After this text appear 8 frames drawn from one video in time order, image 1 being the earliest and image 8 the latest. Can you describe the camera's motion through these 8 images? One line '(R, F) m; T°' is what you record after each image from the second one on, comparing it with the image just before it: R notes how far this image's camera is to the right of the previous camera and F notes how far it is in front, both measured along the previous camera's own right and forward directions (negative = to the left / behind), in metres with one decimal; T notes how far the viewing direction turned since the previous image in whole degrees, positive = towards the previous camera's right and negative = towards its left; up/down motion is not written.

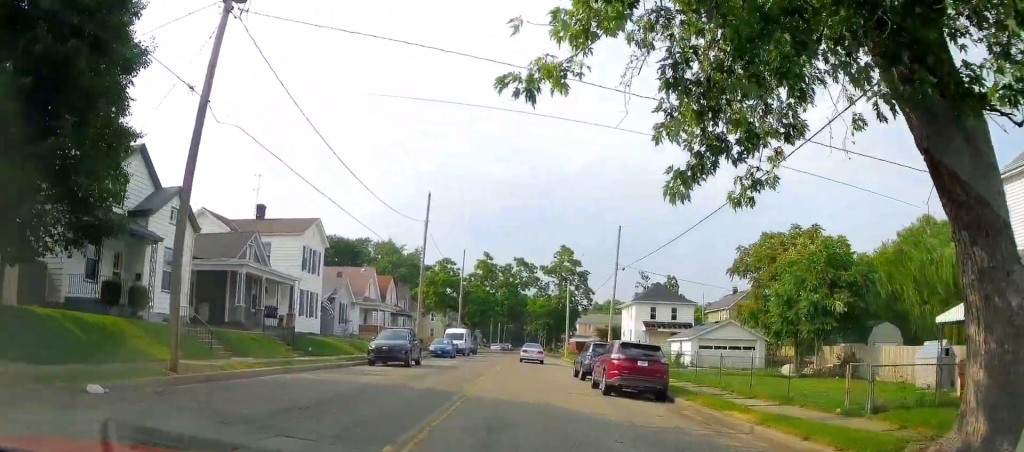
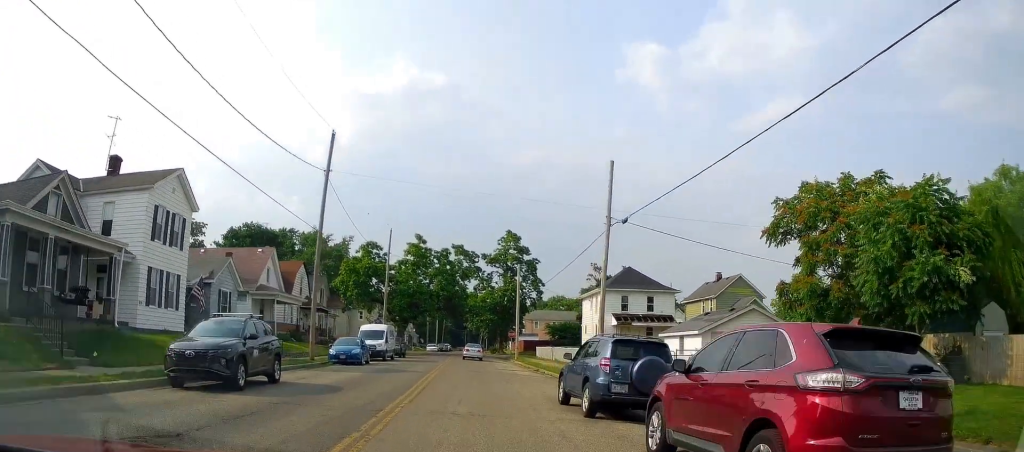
(0.0, +11.3) m; +4°
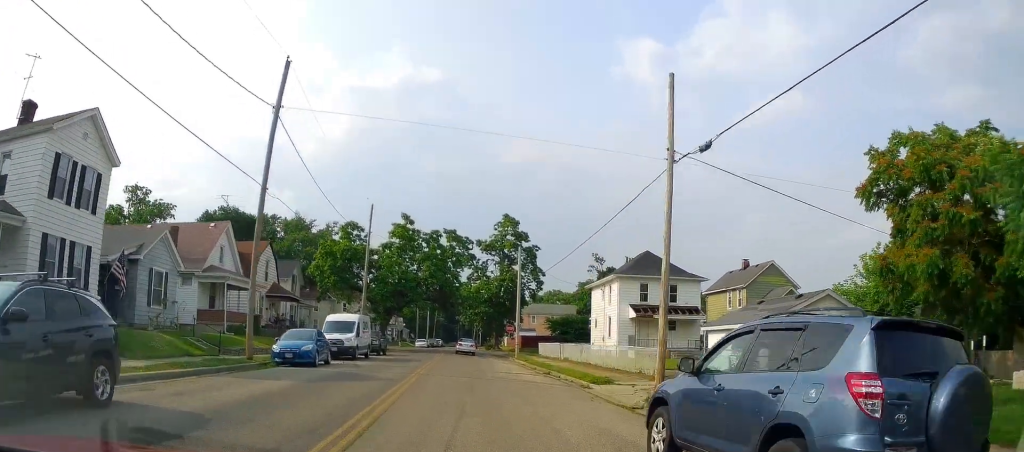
(+0.5, +7.0) m; +4°
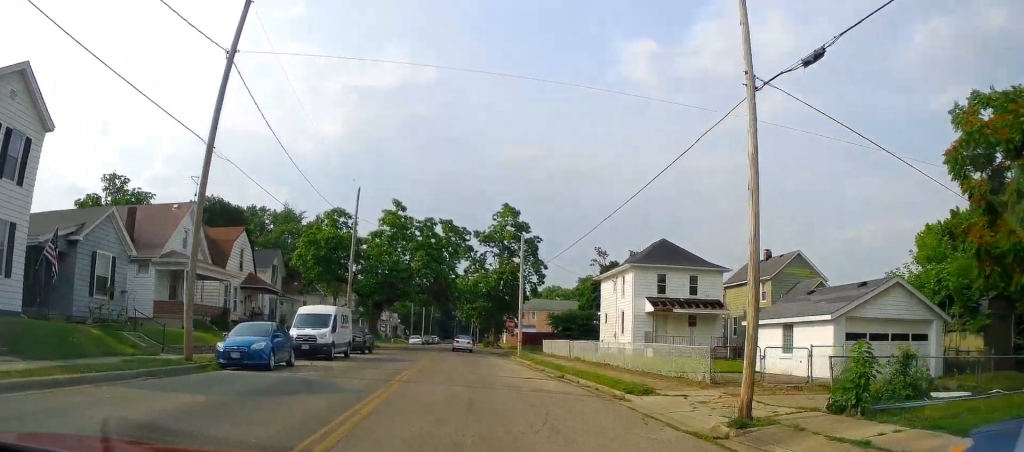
(0.0, +4.5) m; 0°
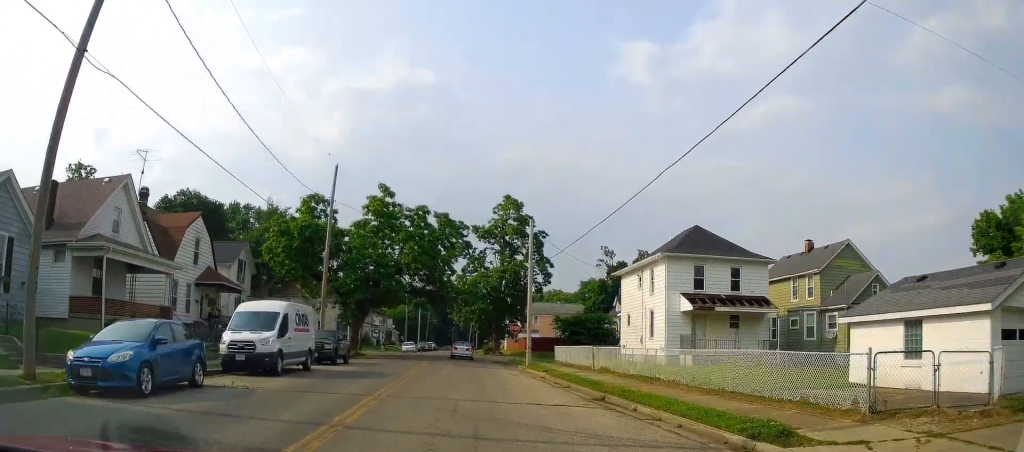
(0.0, +7.0) m; 0°
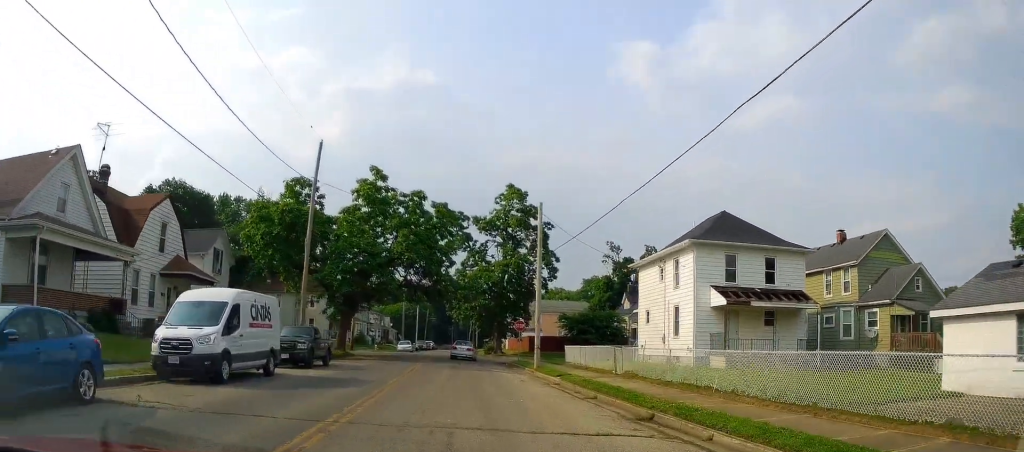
(0.0, +4.2) m; +3°
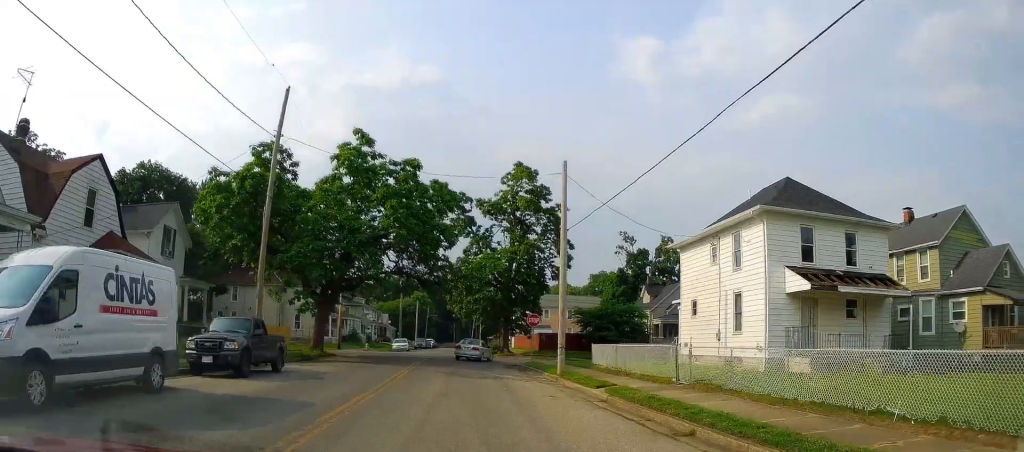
(+0.4, +7.0) m; 0°
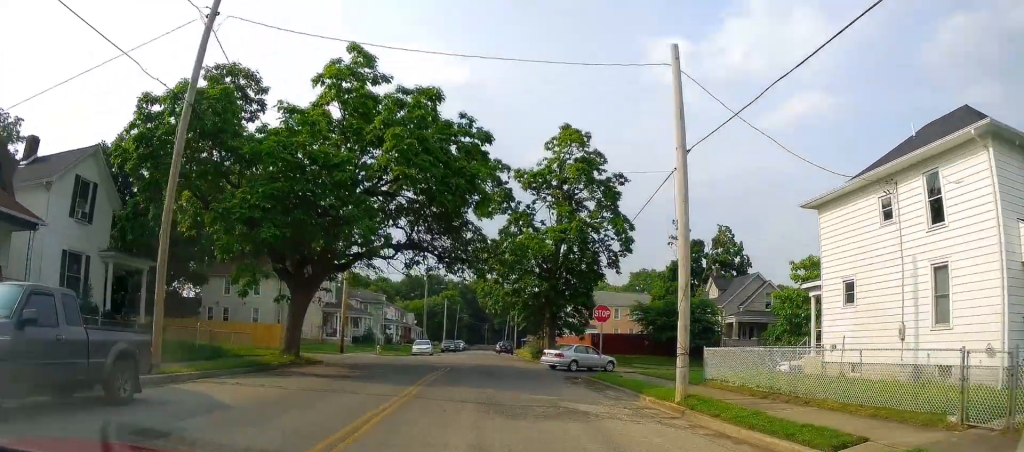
(-1.1, +10.1) m; -9°
